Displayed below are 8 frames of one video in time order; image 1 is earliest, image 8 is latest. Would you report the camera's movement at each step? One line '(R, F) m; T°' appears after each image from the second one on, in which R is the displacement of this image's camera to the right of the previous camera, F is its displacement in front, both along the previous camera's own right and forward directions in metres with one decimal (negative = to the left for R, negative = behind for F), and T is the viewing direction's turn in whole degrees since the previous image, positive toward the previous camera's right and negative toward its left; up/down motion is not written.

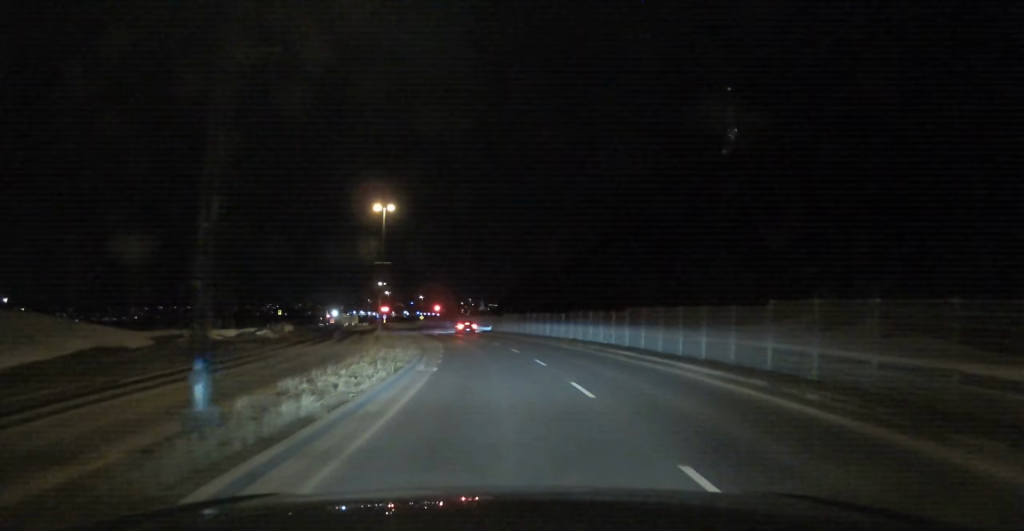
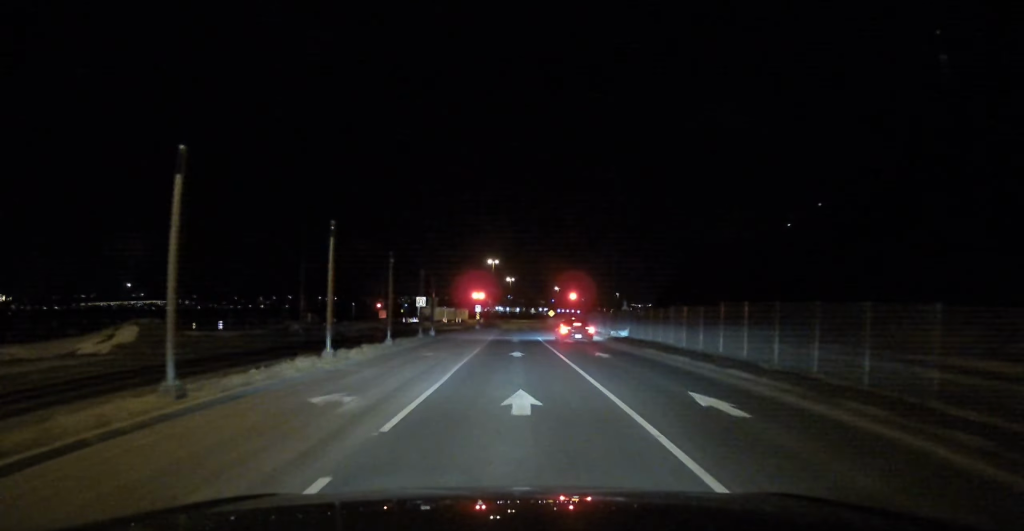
(-4.7, +58.6) m; -9°
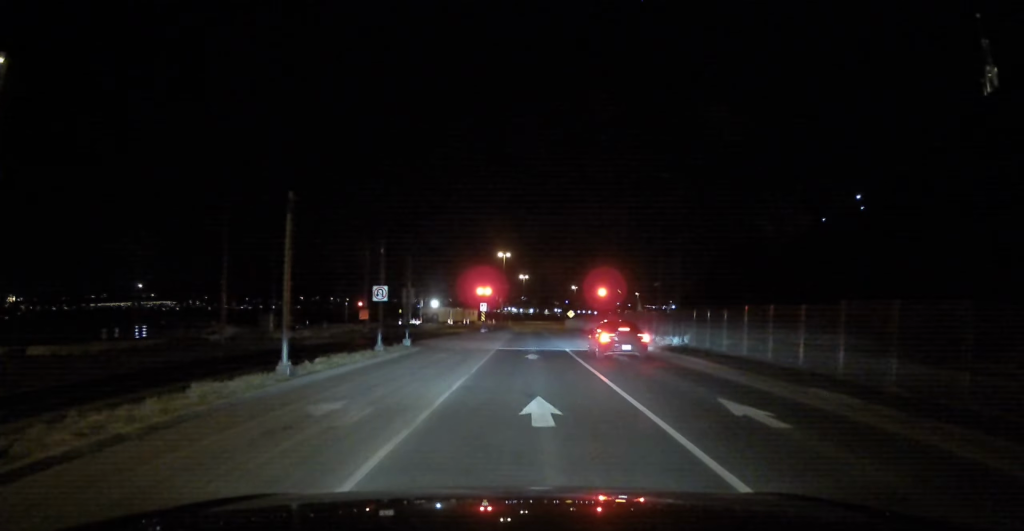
(-0.4, +16.1) m; -2°
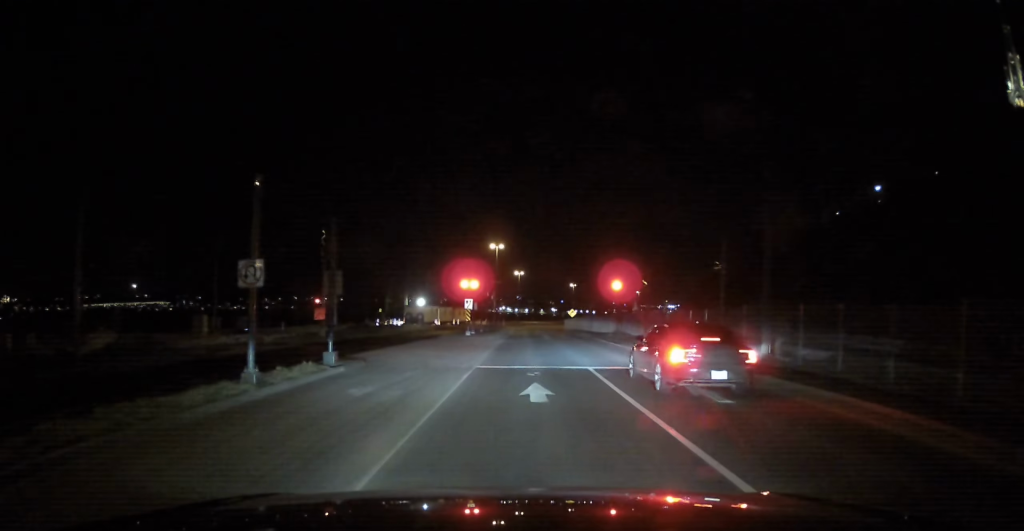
(-0.3, +15.3) m; -2°
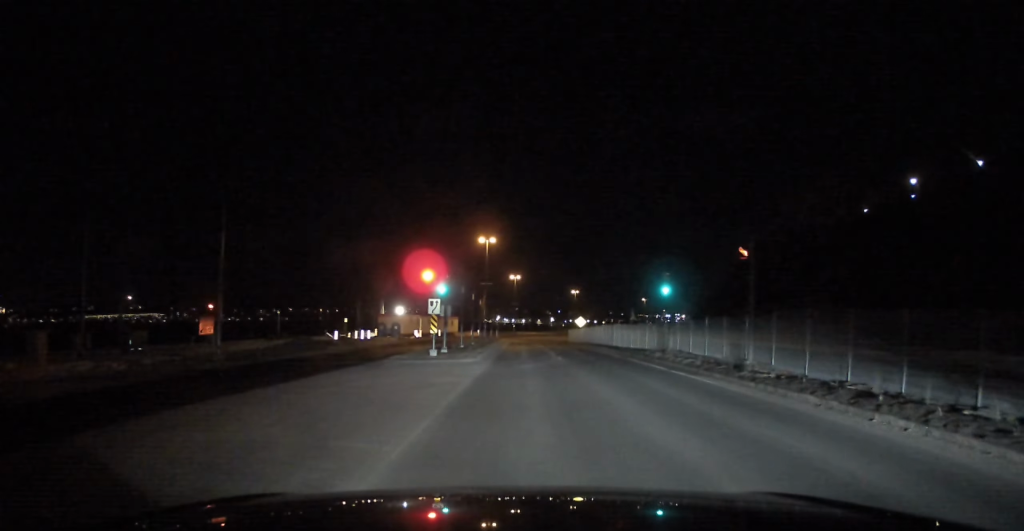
(-1.3, +39.6) m; -1°
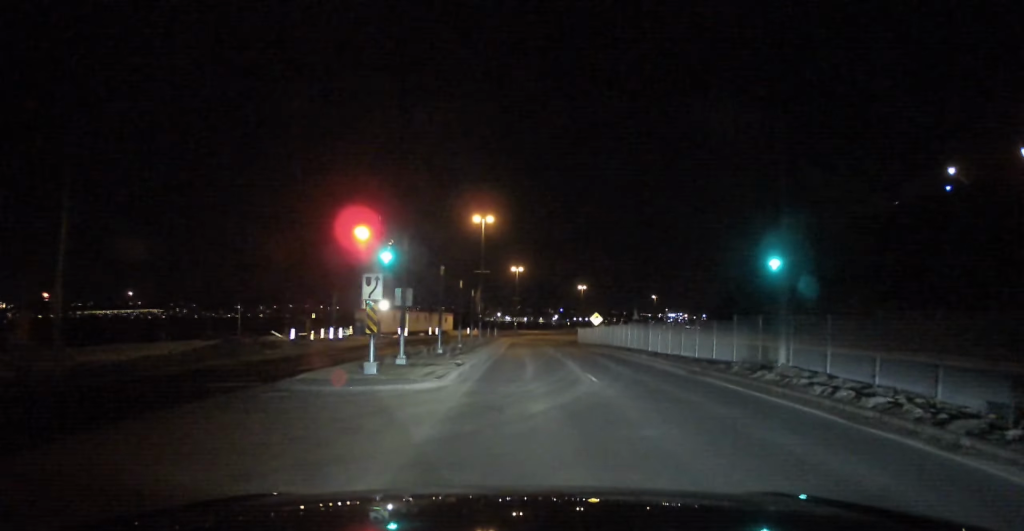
(+0.2, +15.9) m; +1°
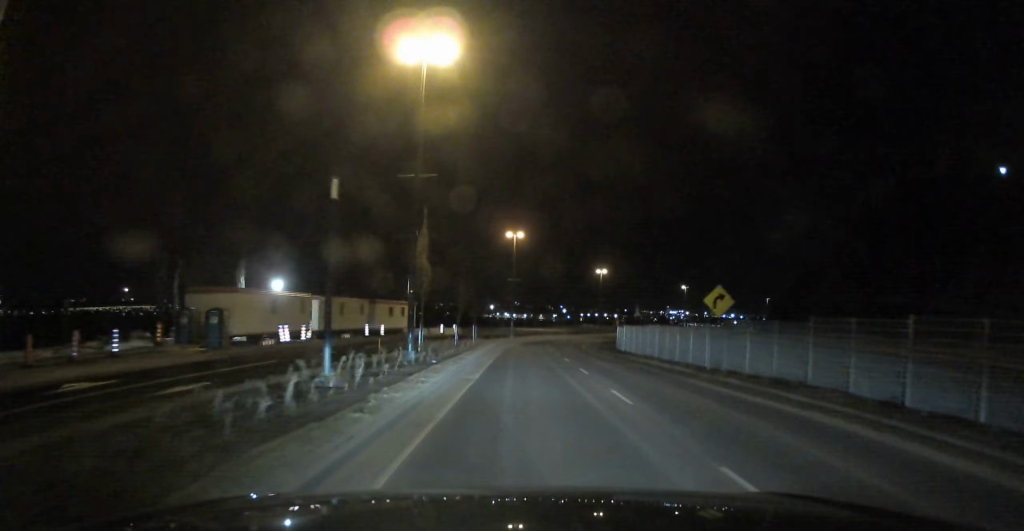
(+0.3, +33.7) m; +1°
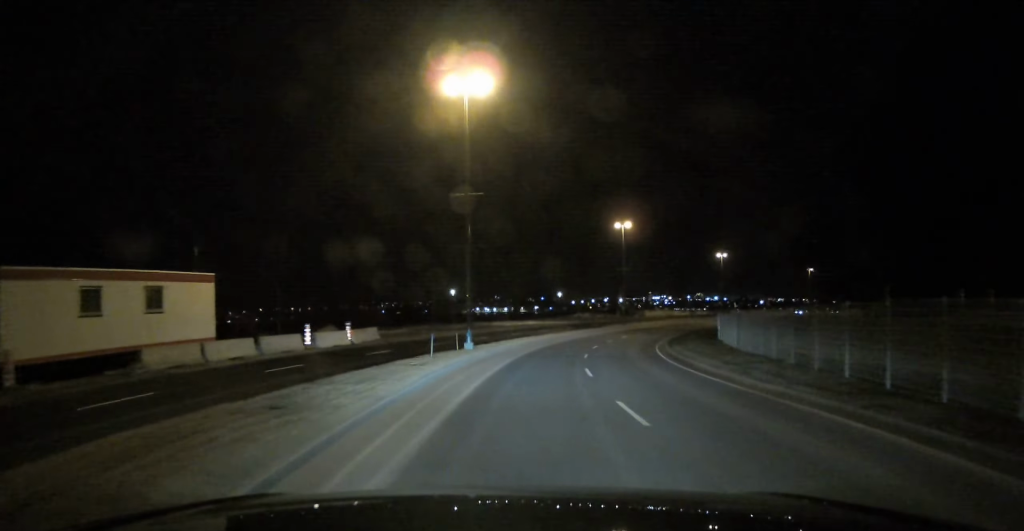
(+0.3, +41.8) m; +4°
